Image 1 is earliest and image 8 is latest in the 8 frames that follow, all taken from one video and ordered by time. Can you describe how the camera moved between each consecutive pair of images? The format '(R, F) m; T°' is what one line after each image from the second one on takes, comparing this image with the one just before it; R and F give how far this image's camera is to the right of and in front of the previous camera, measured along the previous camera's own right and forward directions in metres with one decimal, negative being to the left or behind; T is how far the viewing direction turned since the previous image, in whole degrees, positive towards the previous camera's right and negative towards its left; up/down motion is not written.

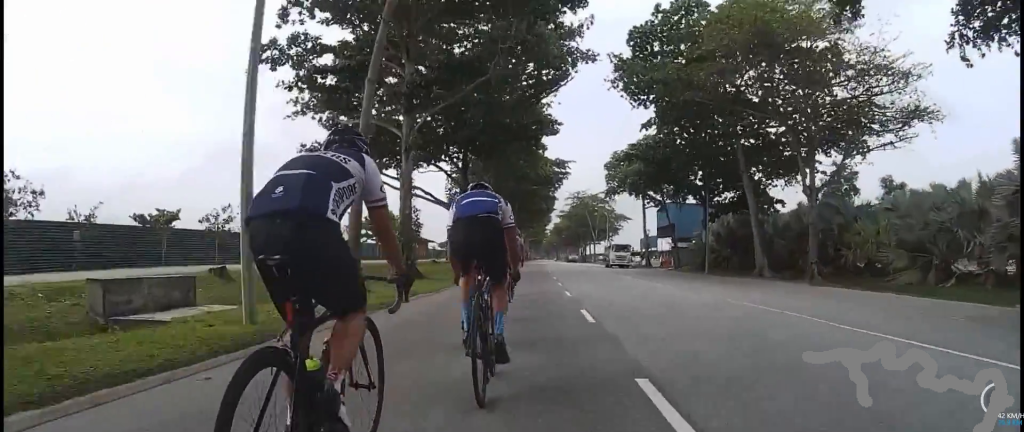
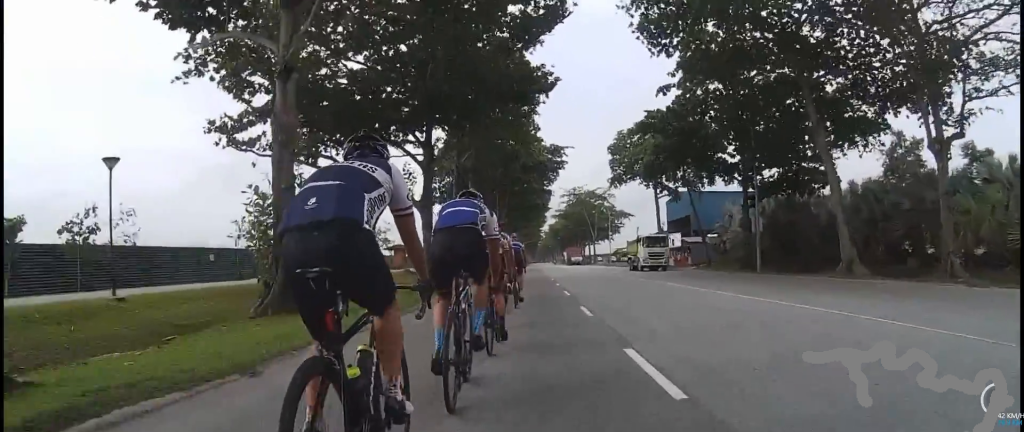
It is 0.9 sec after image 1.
(+0.1, +10.8) m; +1°
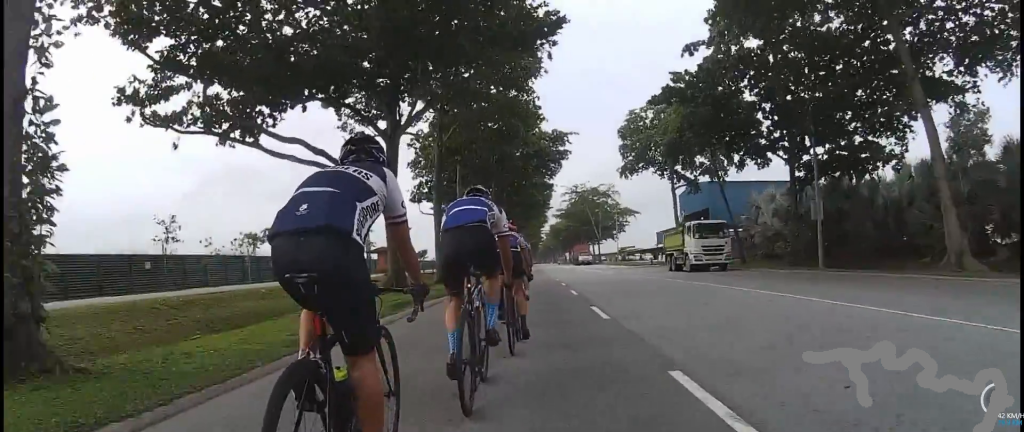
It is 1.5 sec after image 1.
(+1.1, +7.1) m; 0°
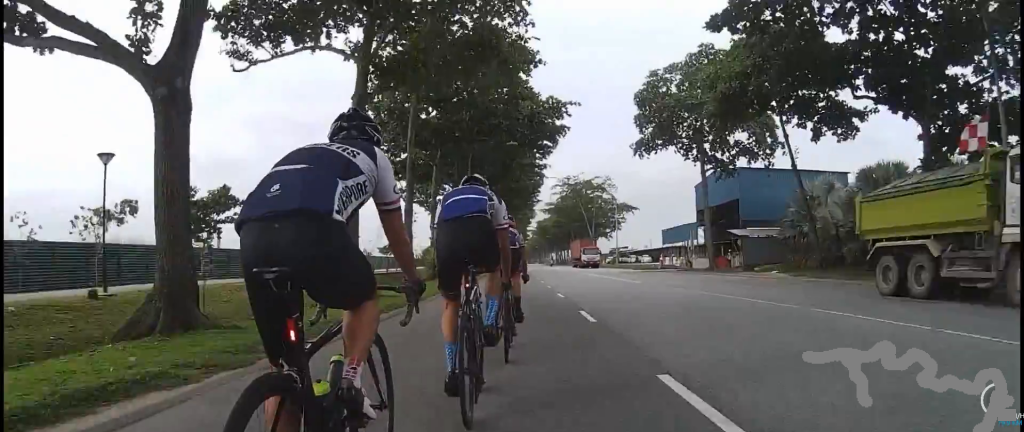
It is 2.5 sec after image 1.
(-1.8, +12.3) m; 0°
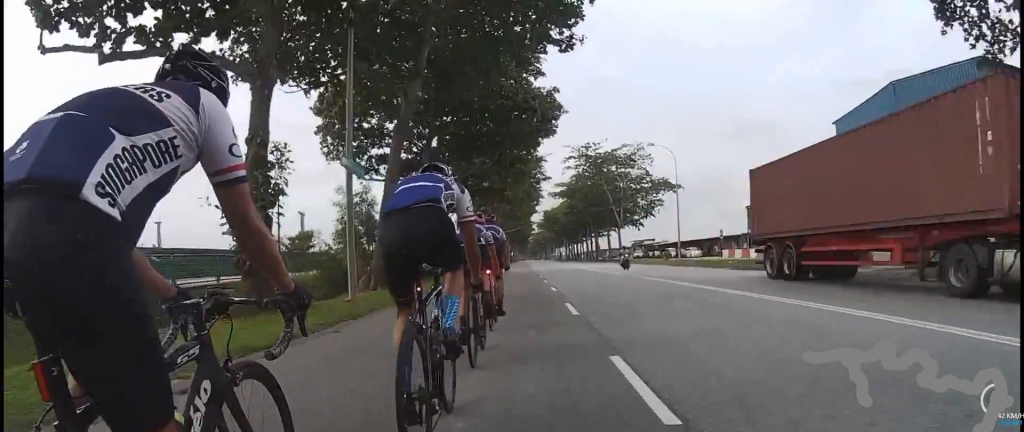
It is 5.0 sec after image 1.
(+0.9, +29.3) m; 0°
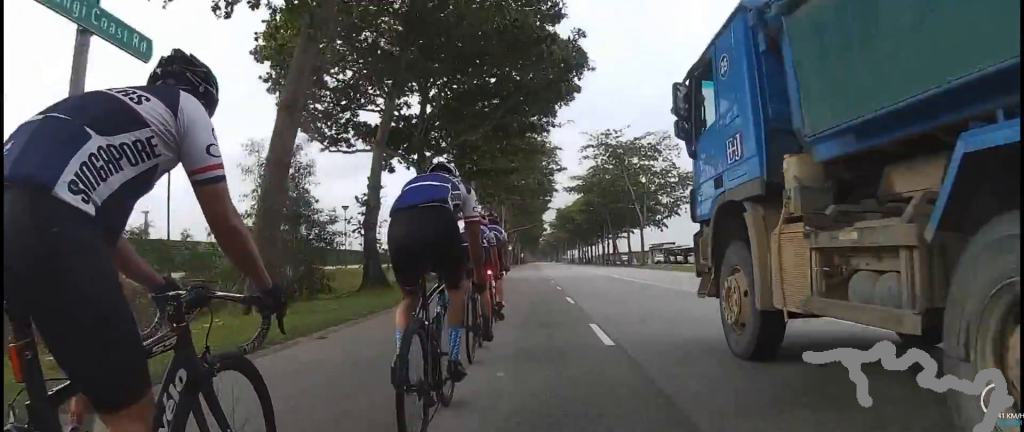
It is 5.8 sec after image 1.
(+0.4, +9.2) m; 0°
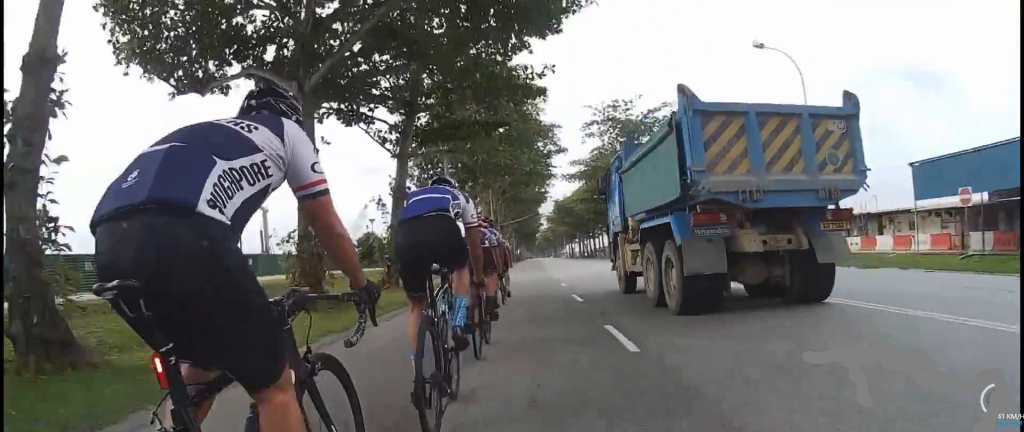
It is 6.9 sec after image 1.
(-0.5, +13.6) m; +3°
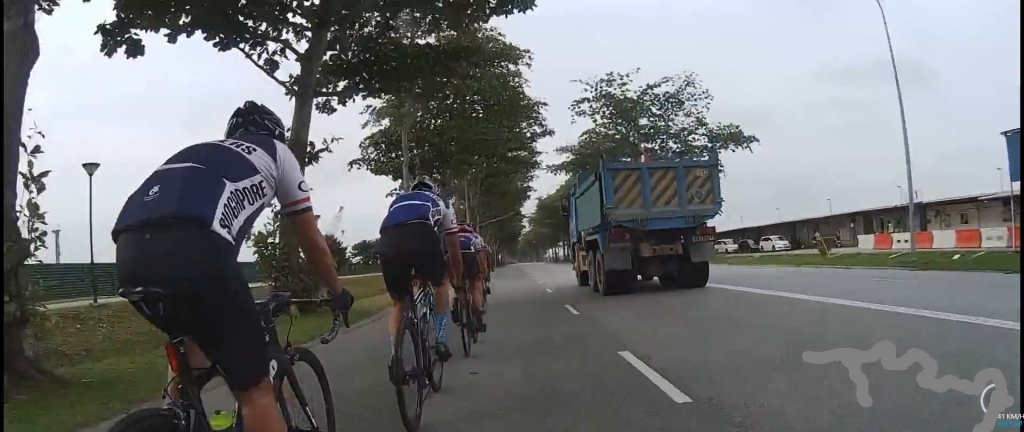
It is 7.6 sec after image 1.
(+0.9, +8.5) m; +3°
